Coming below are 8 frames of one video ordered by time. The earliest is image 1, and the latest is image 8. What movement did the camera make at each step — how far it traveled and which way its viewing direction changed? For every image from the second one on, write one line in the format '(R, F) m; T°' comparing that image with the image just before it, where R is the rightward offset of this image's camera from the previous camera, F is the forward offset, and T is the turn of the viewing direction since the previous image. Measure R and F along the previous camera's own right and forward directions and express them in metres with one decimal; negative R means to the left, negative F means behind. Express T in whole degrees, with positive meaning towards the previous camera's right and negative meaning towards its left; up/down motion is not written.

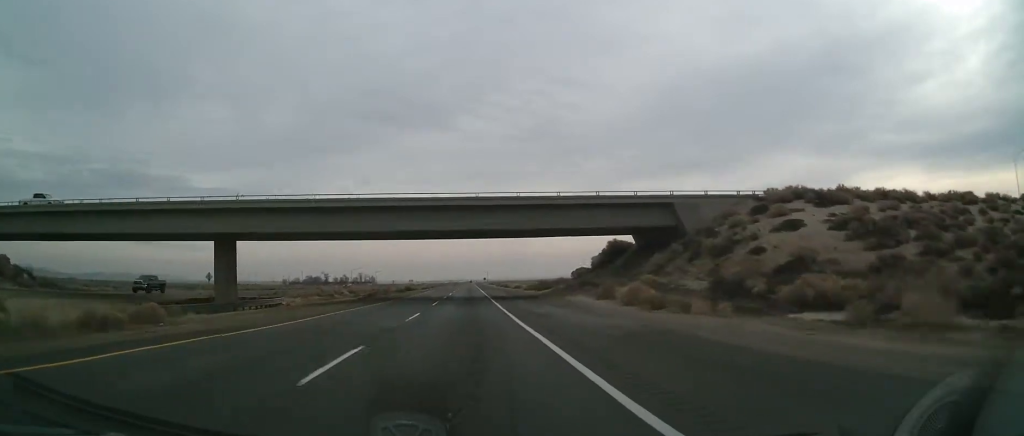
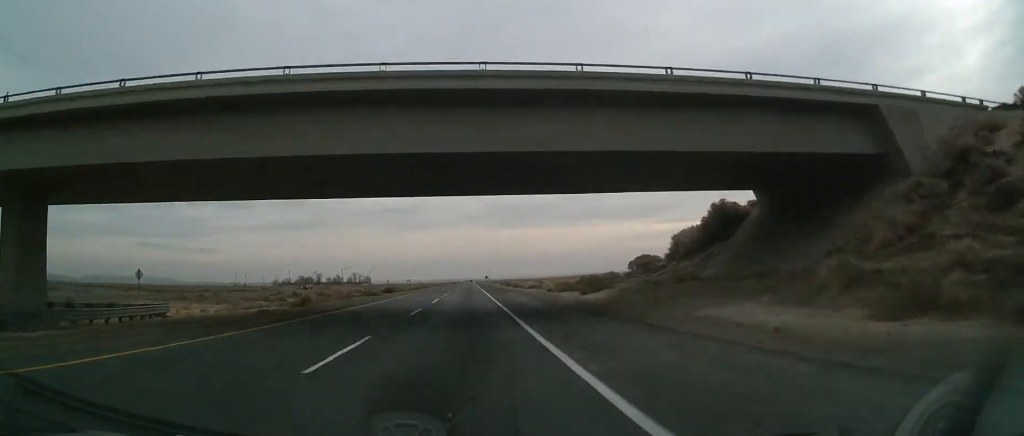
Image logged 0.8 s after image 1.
(+0.1, +28.6) m; 0°
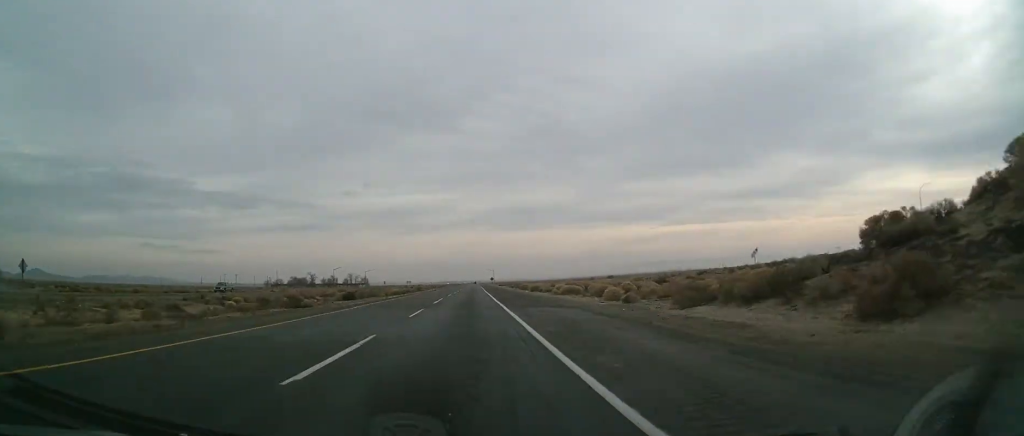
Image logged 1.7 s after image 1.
(-0.2, +30.8) m; -1°
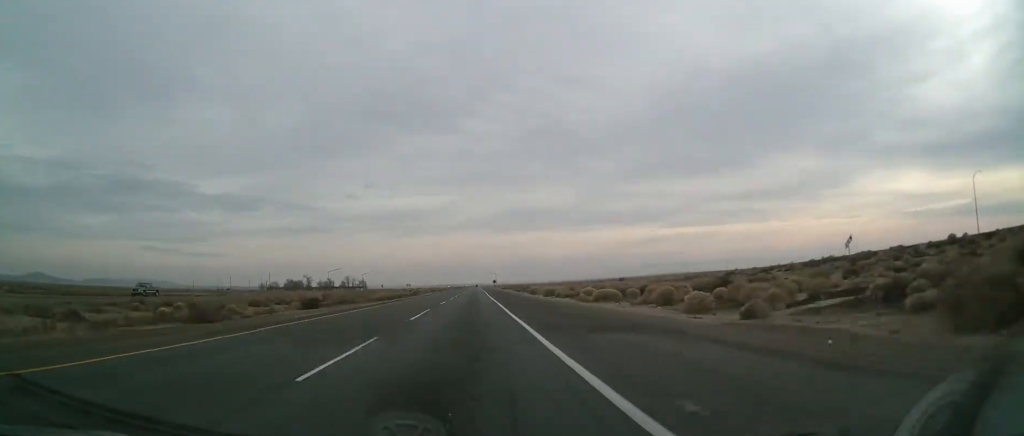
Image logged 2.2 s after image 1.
(-0.1, +14.7) m; 0°
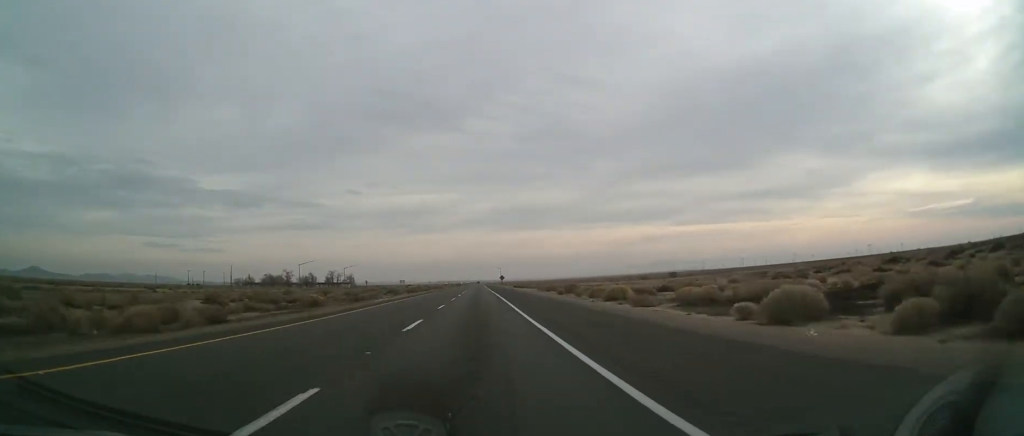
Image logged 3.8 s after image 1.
(-0.2, +54.0) m; 0°
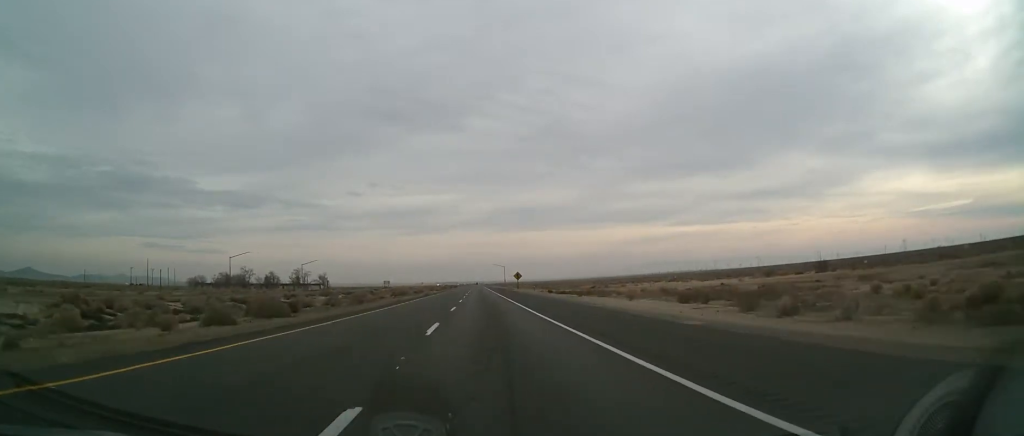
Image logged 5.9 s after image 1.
(+0.6, +73.2) m; +1°
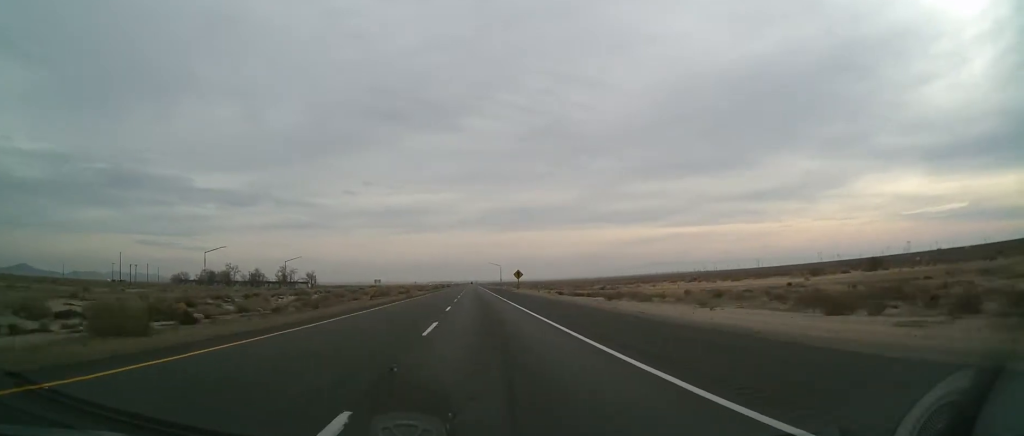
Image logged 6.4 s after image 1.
(-0.1, +14.7) m; 0°
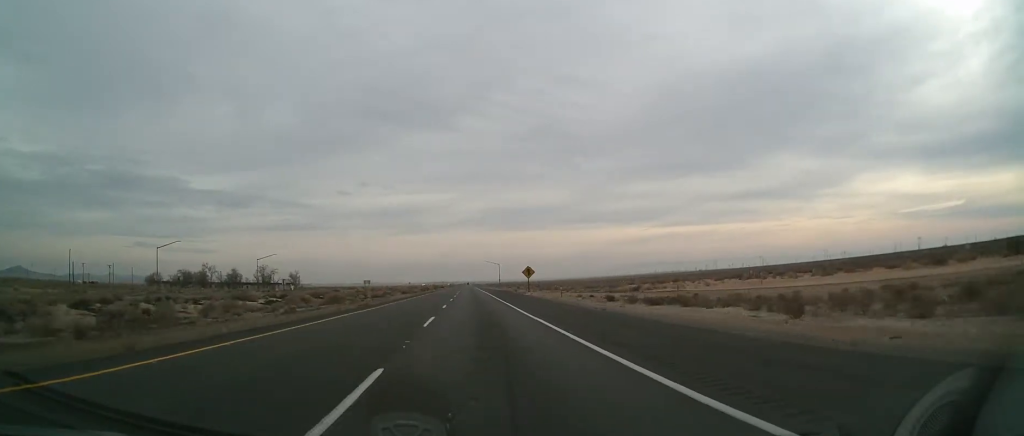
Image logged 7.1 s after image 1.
(+0.2, +25.9) m; 0°
